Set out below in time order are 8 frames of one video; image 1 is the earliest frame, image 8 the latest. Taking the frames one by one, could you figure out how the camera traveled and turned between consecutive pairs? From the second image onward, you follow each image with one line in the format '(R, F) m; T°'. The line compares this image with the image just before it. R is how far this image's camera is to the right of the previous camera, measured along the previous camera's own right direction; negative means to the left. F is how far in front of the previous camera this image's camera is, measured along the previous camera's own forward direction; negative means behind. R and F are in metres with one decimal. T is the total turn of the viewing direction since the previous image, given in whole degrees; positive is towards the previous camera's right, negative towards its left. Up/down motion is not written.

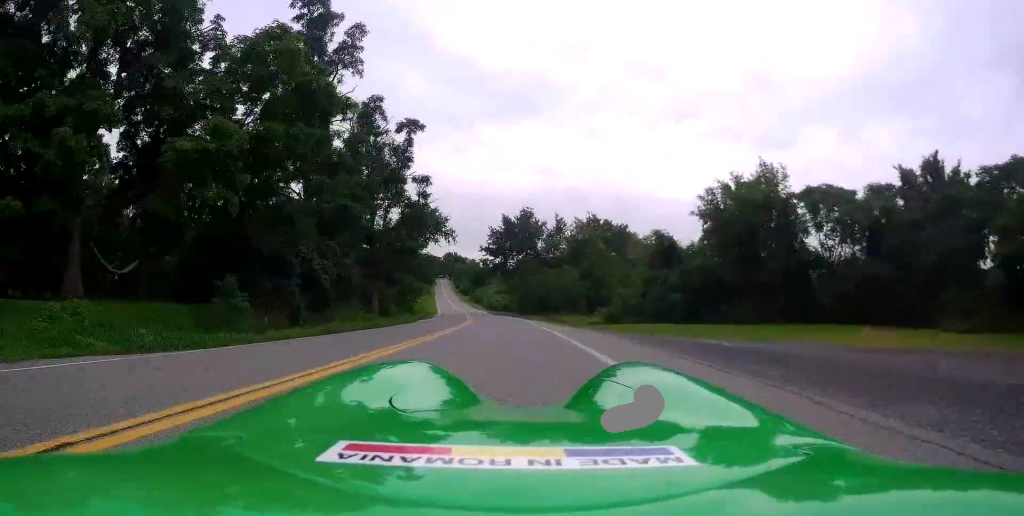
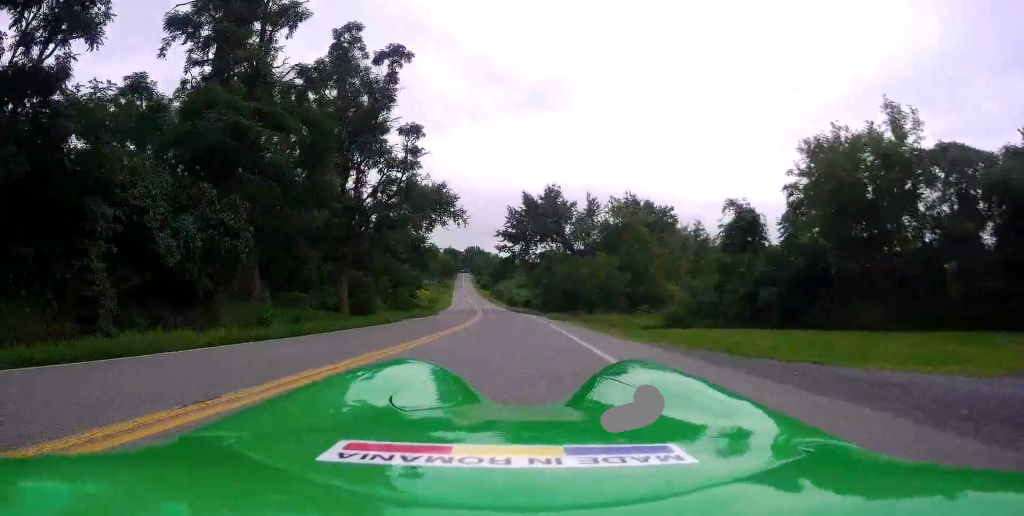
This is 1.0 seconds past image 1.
(-0.4, +11.2) m; -3°
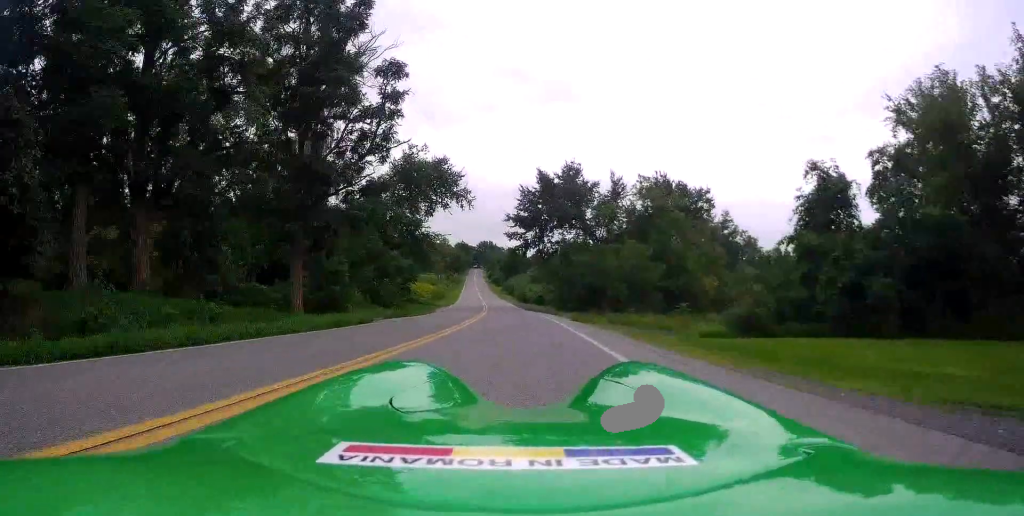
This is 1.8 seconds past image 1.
(-0.1, +7.8) m; -1°
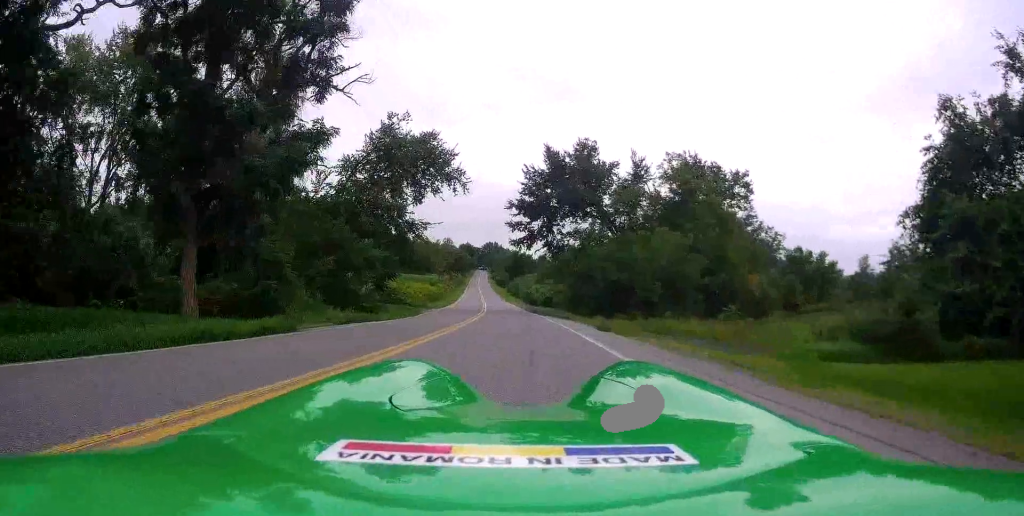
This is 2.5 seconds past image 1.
(0.0, +7.9) m; 0°
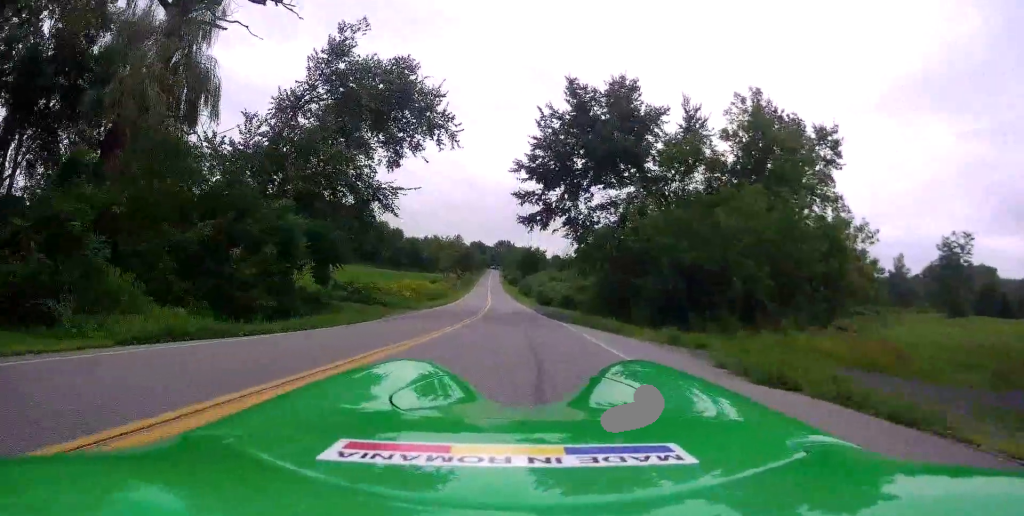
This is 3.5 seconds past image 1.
(0.0, +11.4) m; 0°
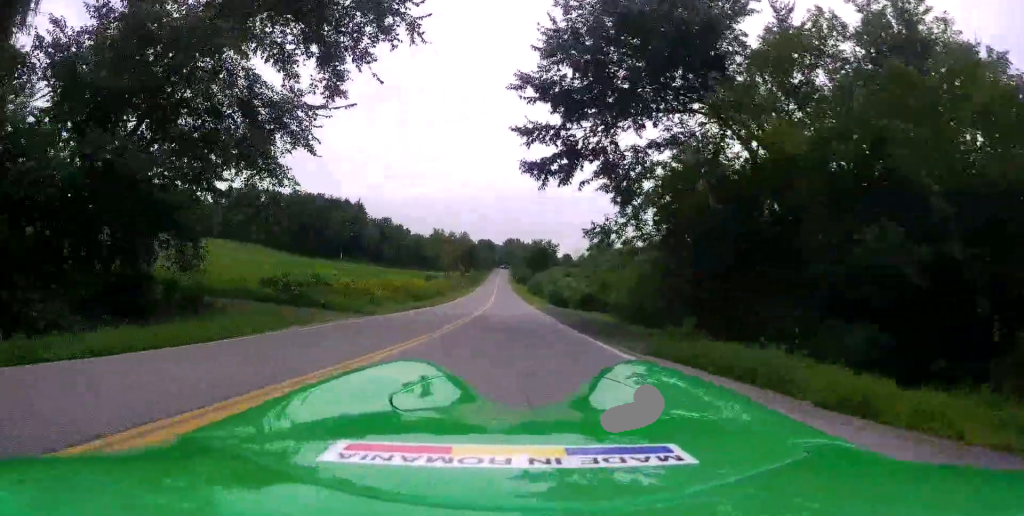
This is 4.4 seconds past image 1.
(0.0, +11.0) m; 0°
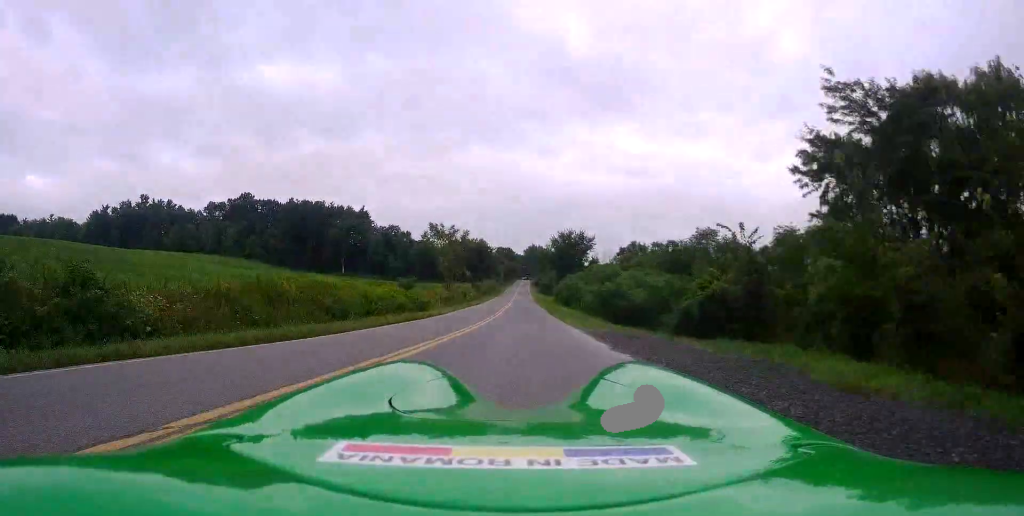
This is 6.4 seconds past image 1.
(-0.9, +24.6) m; -3°
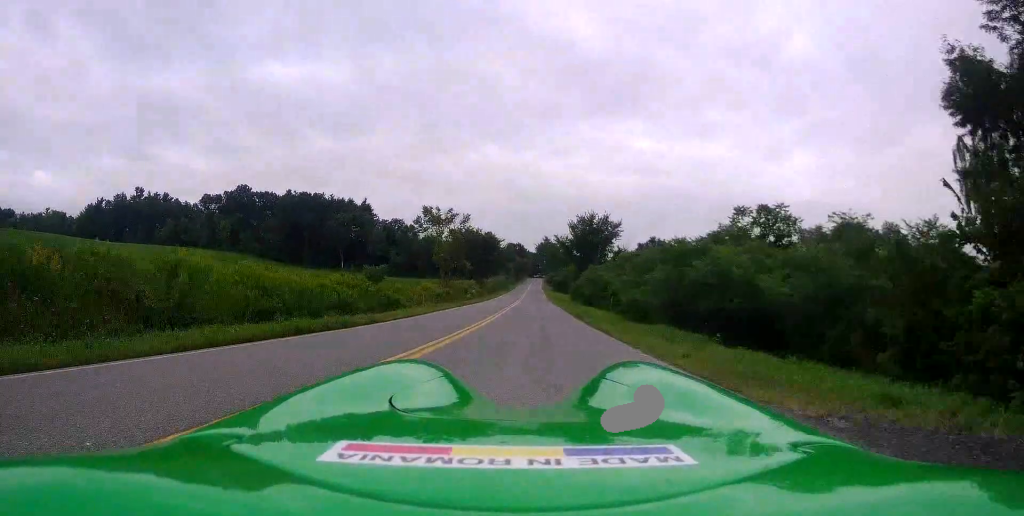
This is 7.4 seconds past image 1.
(+0.4, +13.7) m; 0°
